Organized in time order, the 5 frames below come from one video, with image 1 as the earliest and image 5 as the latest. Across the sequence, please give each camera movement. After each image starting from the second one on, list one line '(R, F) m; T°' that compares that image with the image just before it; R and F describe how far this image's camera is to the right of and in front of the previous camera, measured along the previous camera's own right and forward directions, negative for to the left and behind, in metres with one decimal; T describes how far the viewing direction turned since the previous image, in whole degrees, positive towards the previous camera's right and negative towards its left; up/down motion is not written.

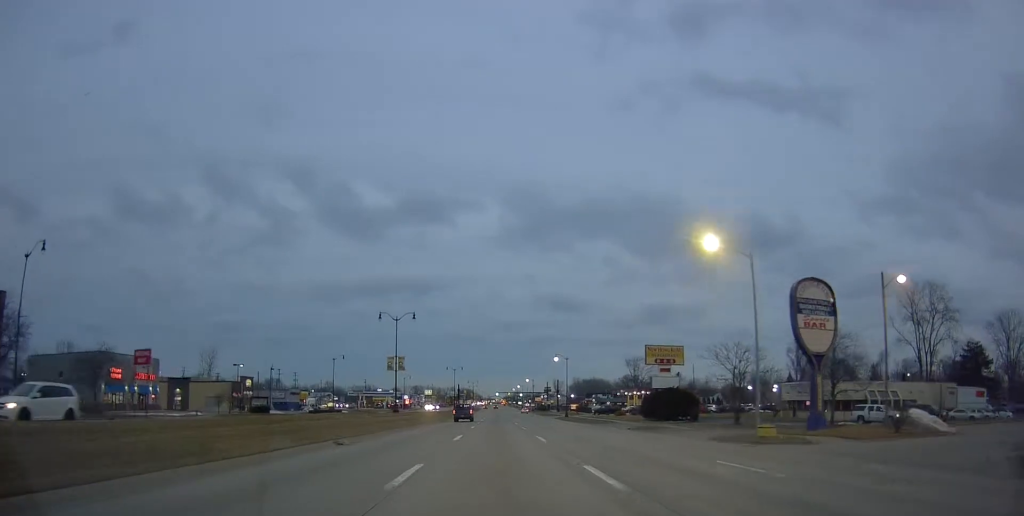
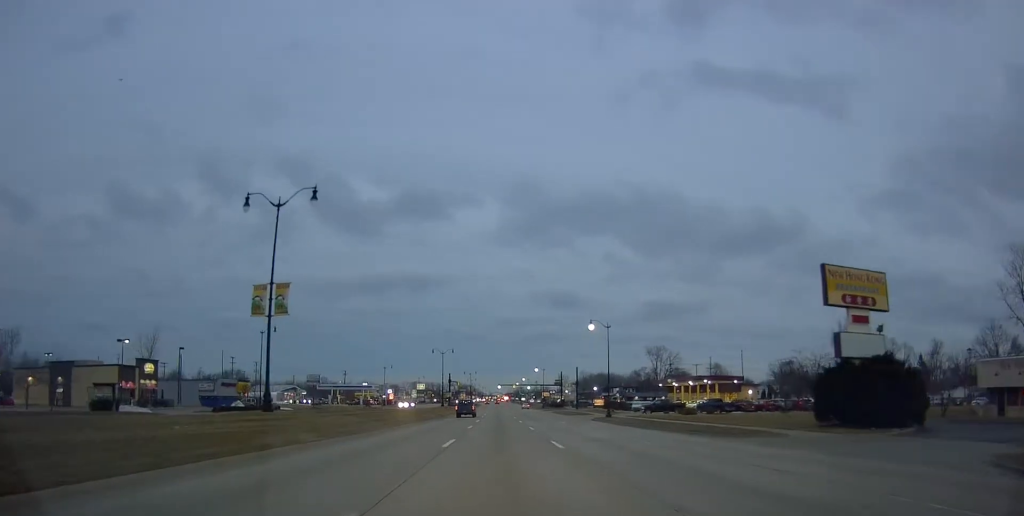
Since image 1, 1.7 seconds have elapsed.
(+0.2, +36.9) m; +2°
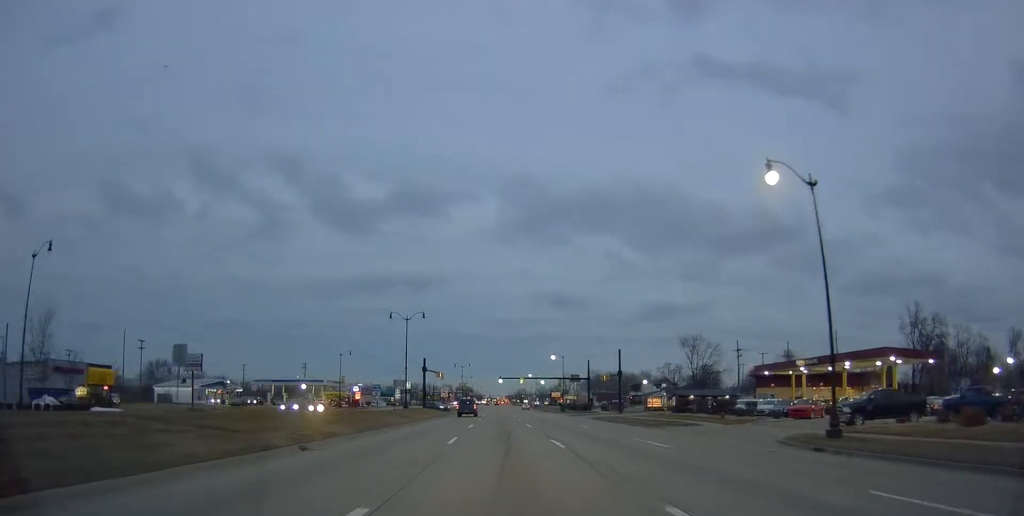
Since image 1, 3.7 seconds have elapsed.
(-0.7, +44.9) m; -1°
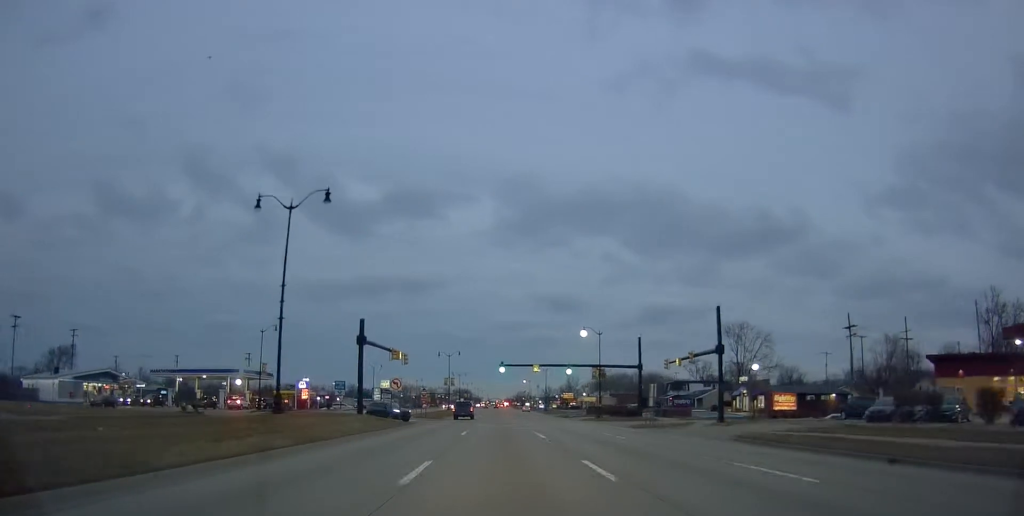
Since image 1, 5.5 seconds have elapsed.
(+0.7, +39.4) m; -1°
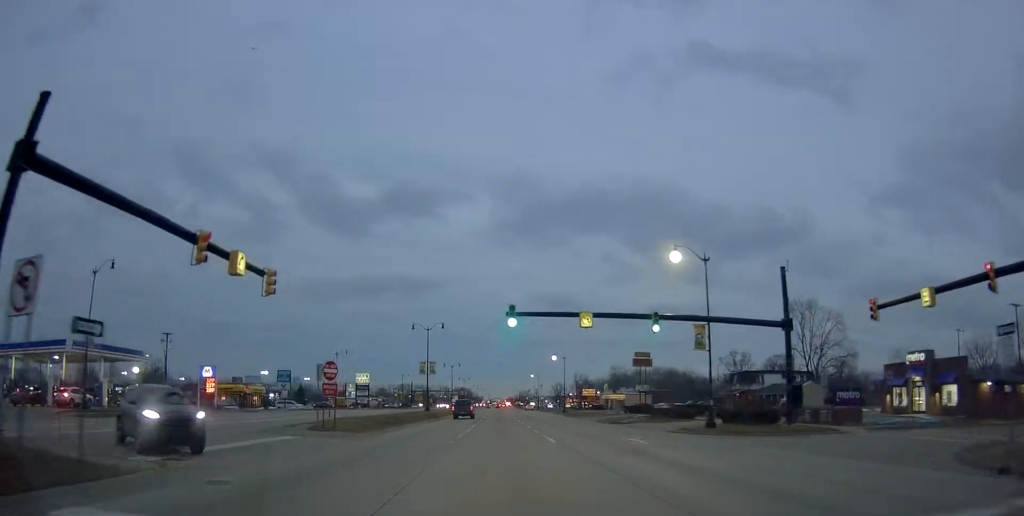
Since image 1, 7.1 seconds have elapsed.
(-0.6, +36.0) m; 0°
